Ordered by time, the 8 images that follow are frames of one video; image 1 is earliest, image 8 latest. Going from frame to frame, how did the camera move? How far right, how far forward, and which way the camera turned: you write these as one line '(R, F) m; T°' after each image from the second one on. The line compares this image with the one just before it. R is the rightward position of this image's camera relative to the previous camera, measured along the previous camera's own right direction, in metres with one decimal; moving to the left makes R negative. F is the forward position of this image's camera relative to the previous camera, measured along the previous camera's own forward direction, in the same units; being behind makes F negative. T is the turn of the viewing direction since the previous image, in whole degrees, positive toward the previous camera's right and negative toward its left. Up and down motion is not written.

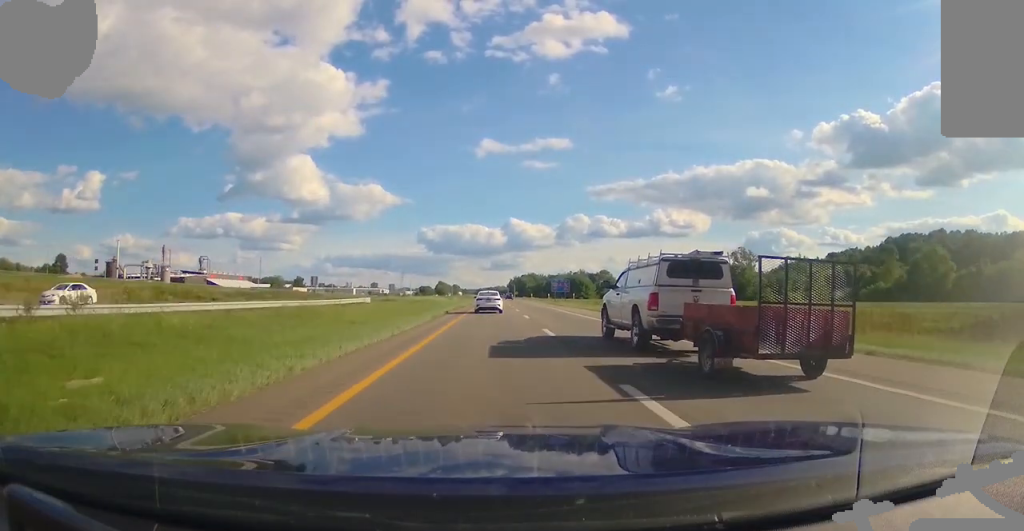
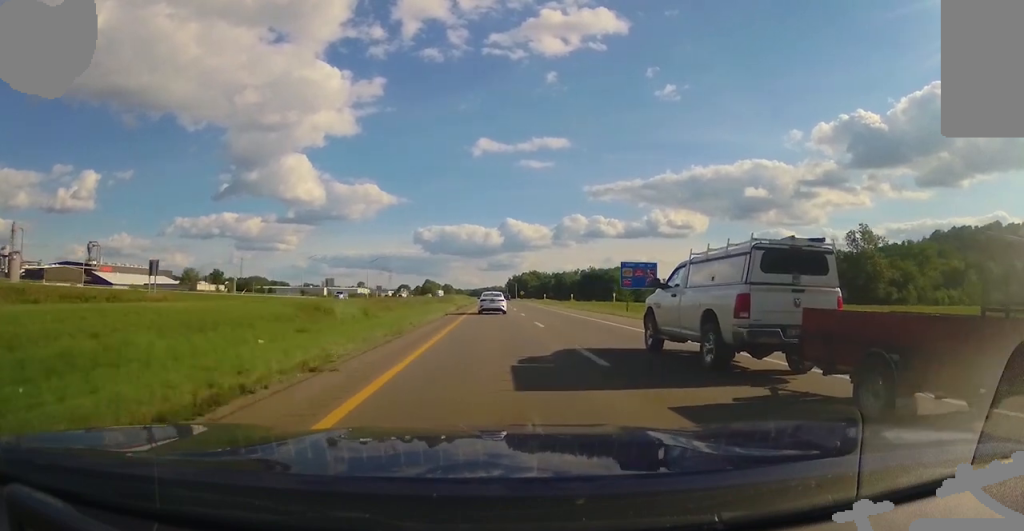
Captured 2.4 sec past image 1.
(+0.3, +79.7) m; 0°
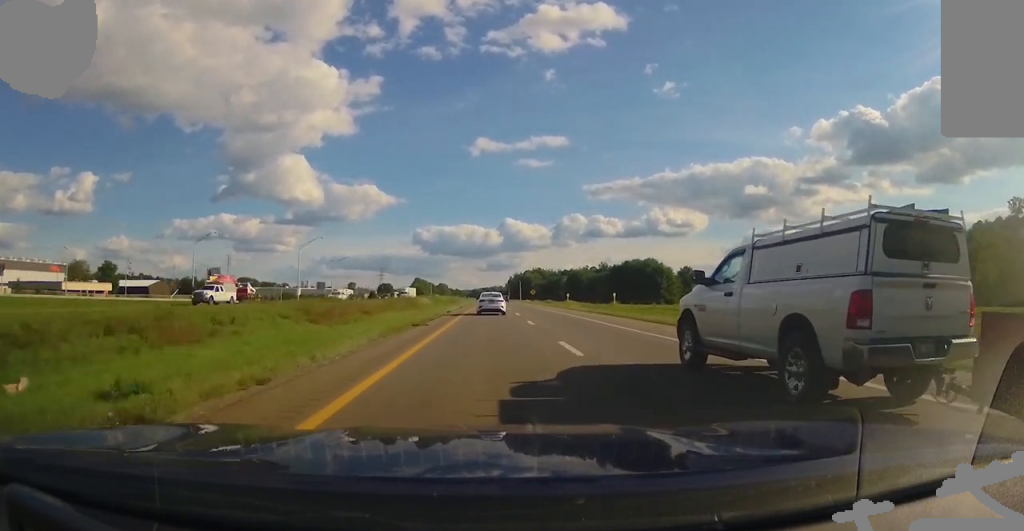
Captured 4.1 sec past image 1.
(-0.5, +59.0) m; -1°
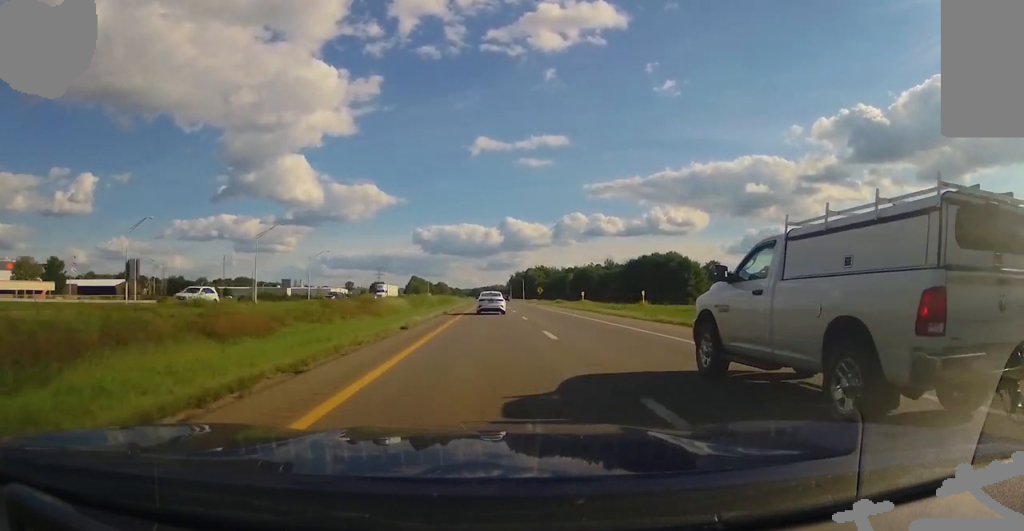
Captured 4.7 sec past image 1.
(+0.1, +20.4) m; 0°
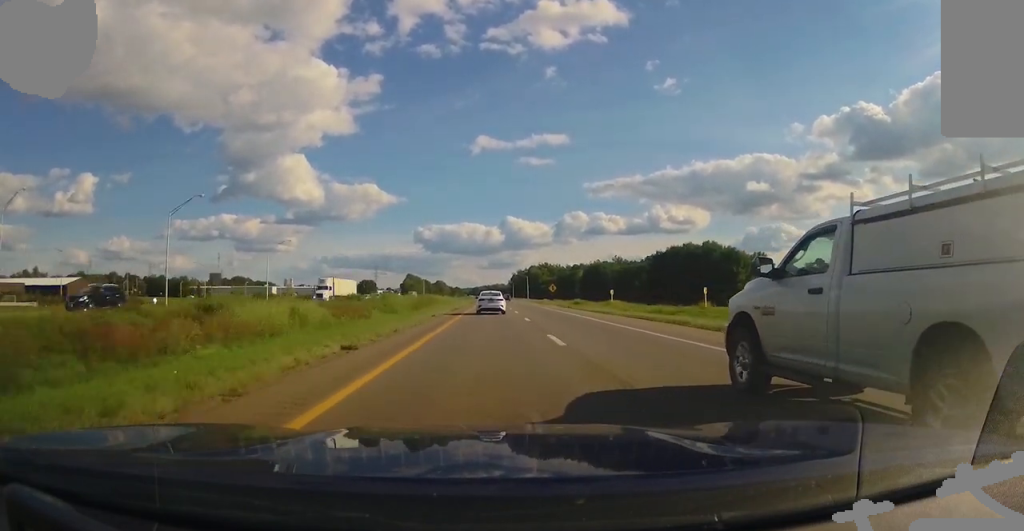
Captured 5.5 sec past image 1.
(+0.1, +26.2) m; 0°
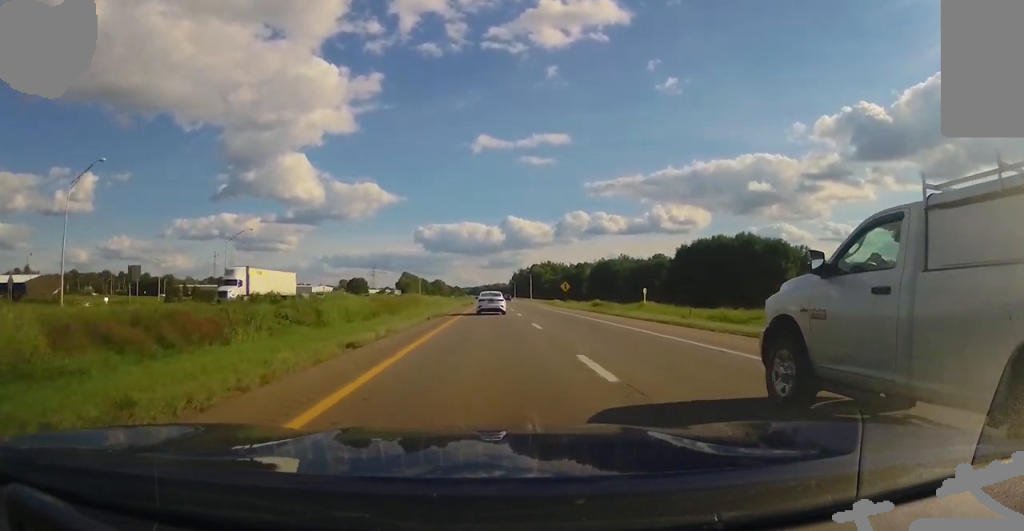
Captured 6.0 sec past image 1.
(-0.1, +18.3) m; 0°
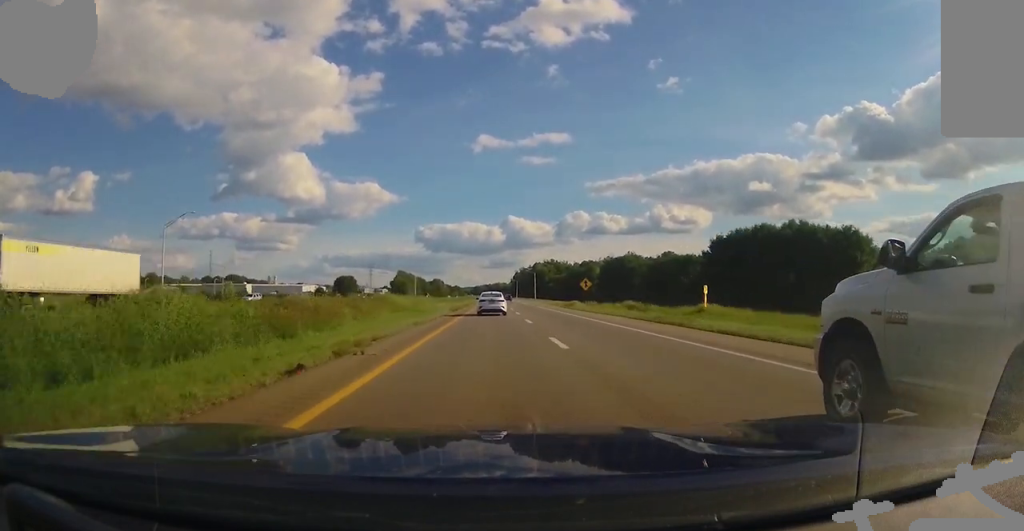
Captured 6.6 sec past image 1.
(+0.1, +19.6) m; 0°
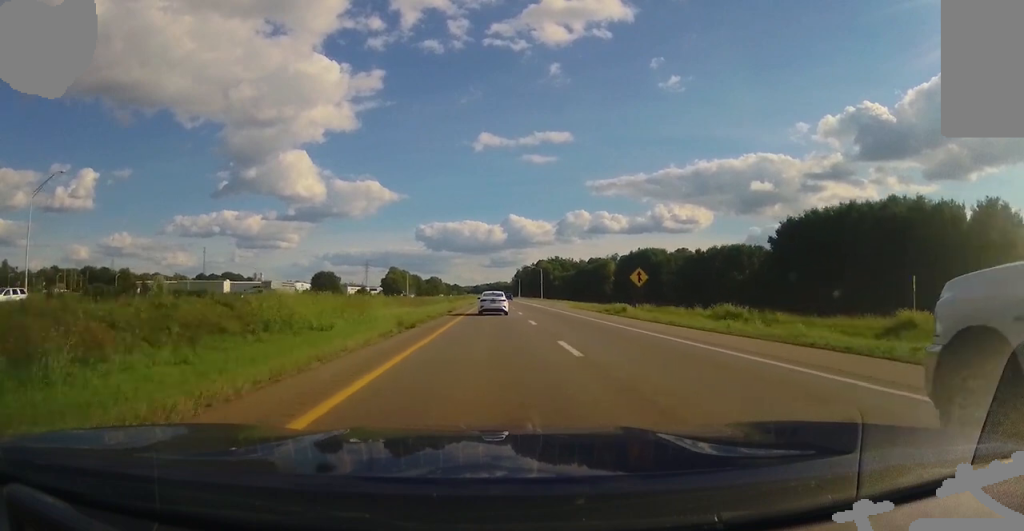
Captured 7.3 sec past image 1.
(+0.2, +26.6) m; 0°
